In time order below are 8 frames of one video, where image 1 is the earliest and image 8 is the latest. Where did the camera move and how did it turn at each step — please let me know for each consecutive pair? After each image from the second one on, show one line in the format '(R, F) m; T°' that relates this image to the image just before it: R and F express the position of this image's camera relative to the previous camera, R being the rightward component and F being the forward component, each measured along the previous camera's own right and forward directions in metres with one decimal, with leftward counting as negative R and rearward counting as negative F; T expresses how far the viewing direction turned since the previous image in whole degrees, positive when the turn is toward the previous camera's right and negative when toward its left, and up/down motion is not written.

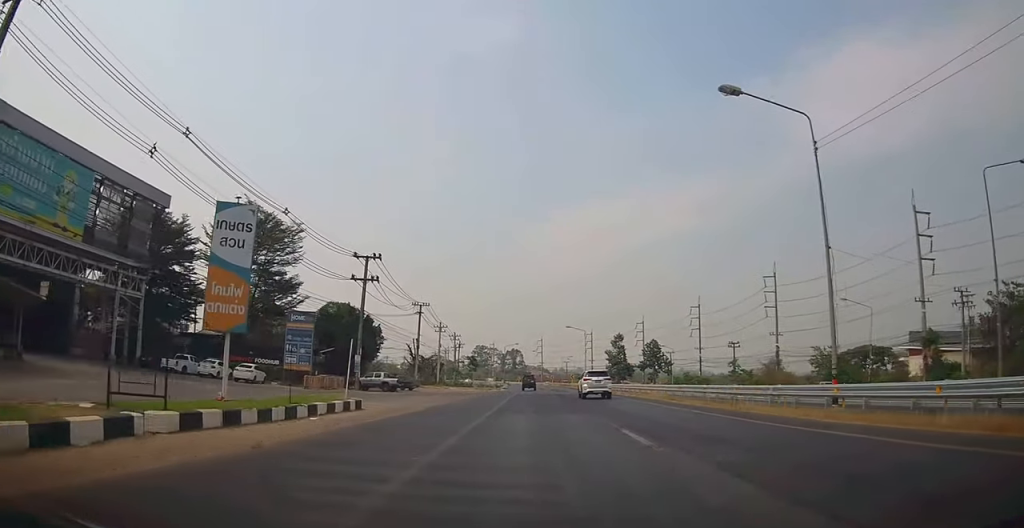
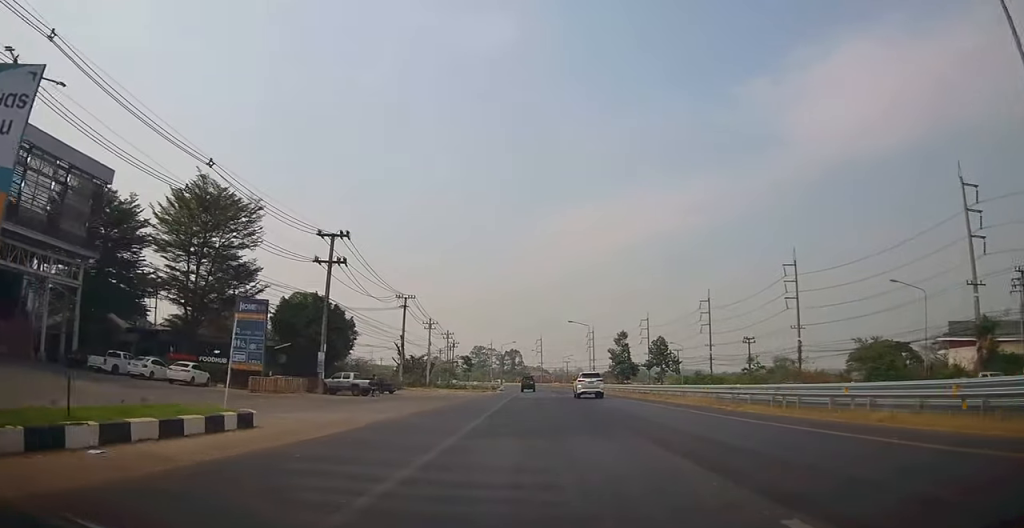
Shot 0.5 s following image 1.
(0.0, +8.2) m; 0°
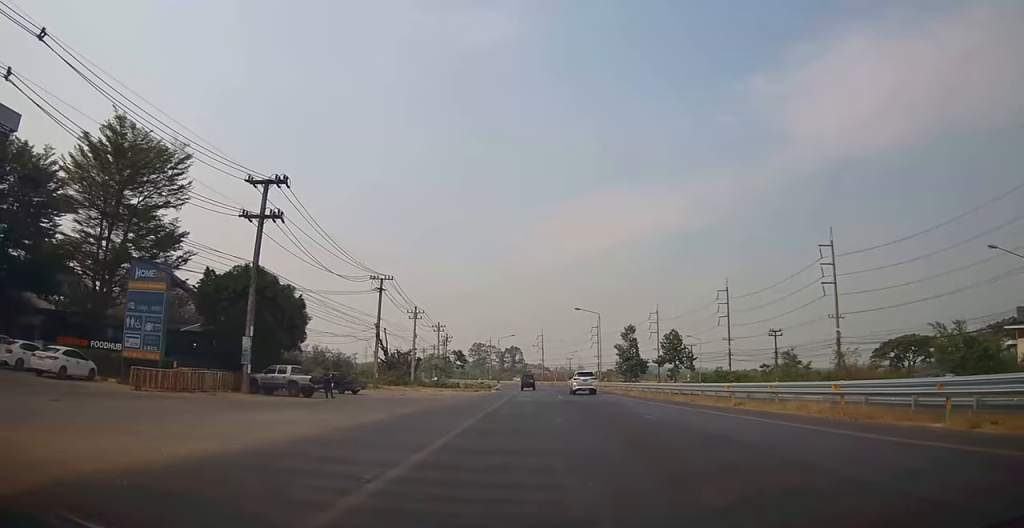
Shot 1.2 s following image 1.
(+0.1, +11.0) m; 0°
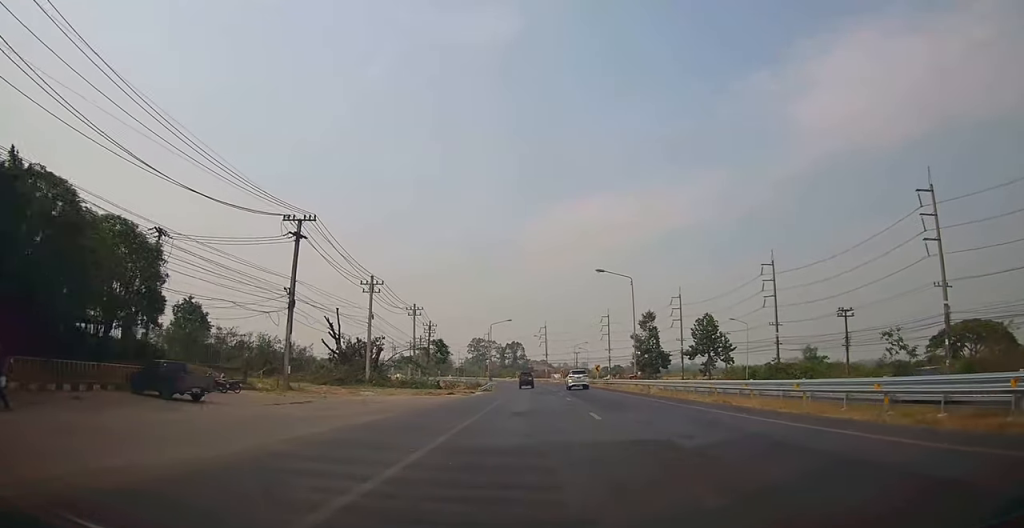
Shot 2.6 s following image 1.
(-0.4, +20.5) m; -3°
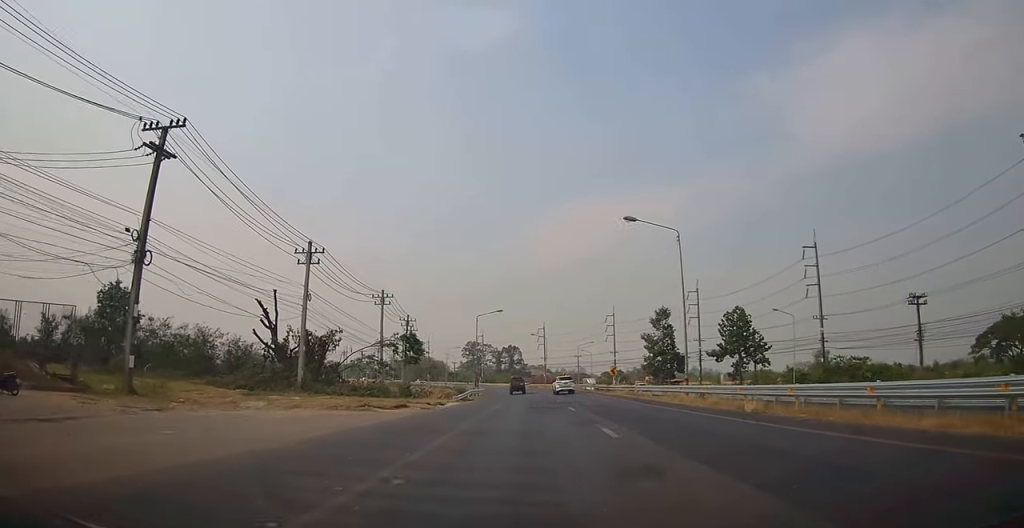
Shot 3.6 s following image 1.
(-0.4, +14.6) m; 0°
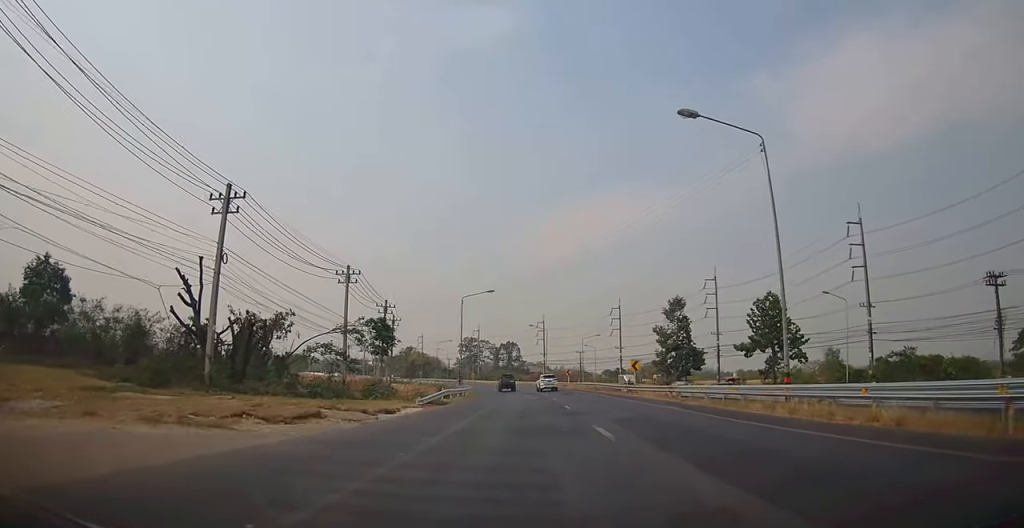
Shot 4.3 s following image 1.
(+0.4, +11.2) m; +1°
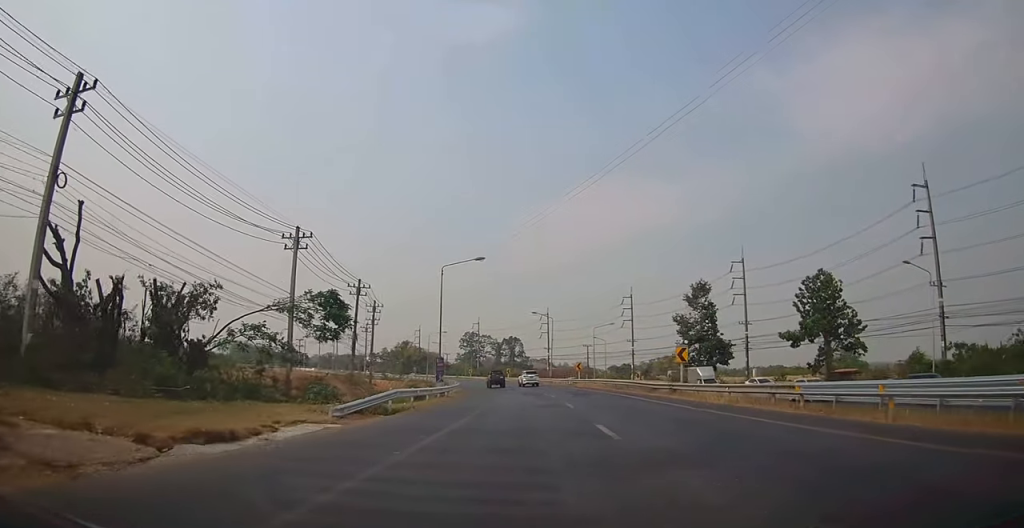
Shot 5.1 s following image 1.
(0.0, +12.2) m; 0°
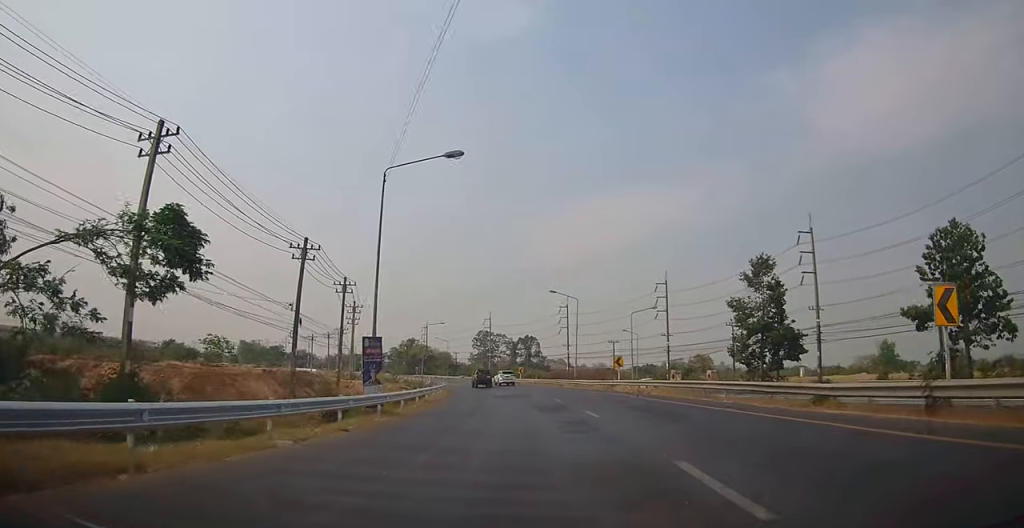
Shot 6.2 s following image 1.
(0.0, +18.9) m; +1°
